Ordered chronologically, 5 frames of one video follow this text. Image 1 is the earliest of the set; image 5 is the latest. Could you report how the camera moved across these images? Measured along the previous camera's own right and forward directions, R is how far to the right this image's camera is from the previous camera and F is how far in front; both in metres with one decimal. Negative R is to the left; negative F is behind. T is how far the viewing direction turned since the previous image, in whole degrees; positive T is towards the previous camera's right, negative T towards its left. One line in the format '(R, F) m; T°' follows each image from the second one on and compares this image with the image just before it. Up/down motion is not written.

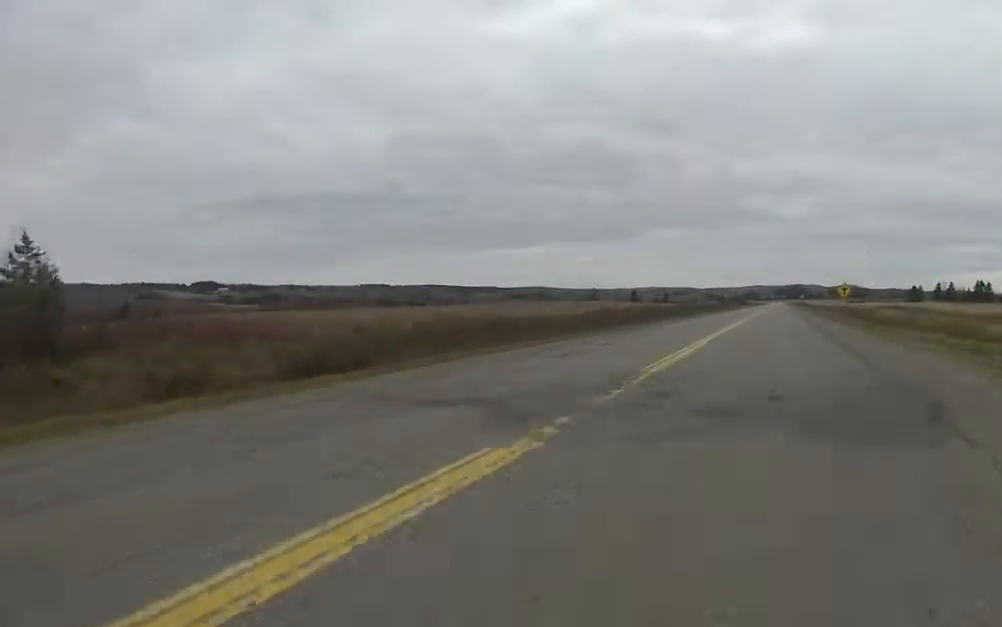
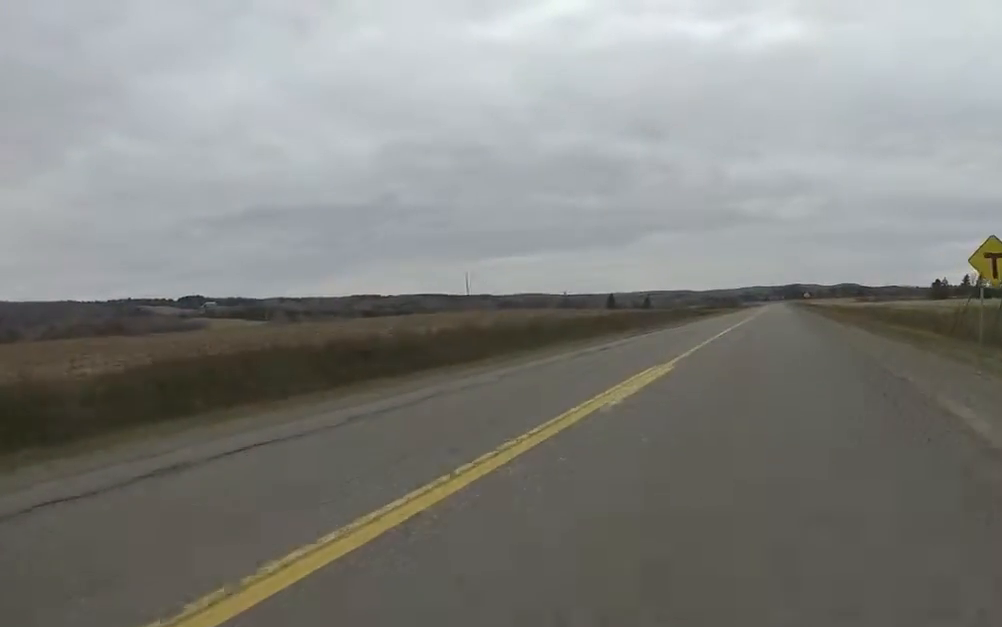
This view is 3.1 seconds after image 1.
(-0.6, +31.6) m; 0°
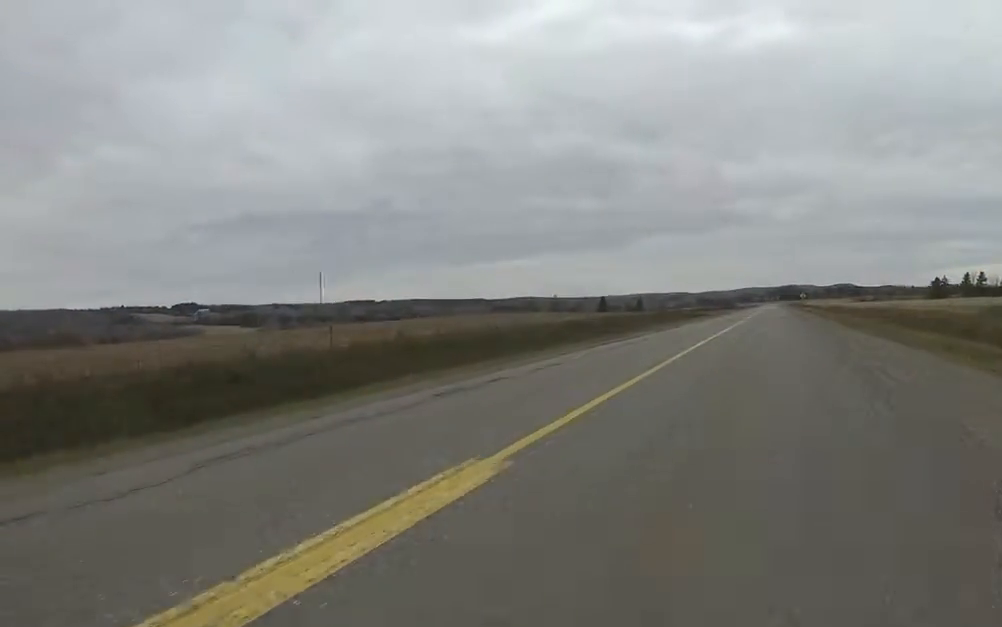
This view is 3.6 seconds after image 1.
(-0.3, +4.9) m; +2°
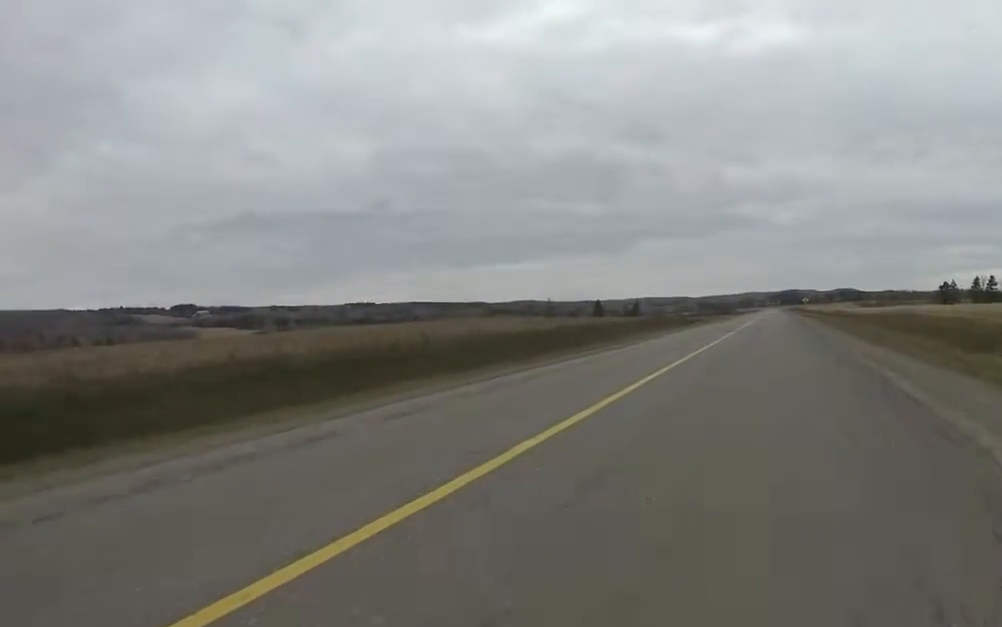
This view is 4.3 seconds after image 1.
(+0.7, +6.6) m; -1°
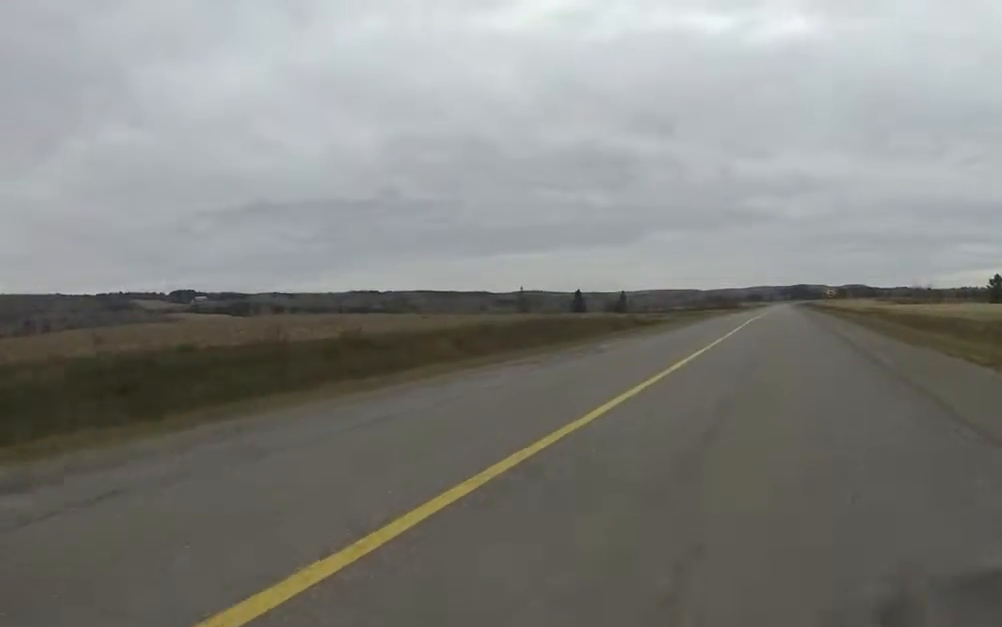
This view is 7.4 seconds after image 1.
(-1.2, +30.2) m; -4°
